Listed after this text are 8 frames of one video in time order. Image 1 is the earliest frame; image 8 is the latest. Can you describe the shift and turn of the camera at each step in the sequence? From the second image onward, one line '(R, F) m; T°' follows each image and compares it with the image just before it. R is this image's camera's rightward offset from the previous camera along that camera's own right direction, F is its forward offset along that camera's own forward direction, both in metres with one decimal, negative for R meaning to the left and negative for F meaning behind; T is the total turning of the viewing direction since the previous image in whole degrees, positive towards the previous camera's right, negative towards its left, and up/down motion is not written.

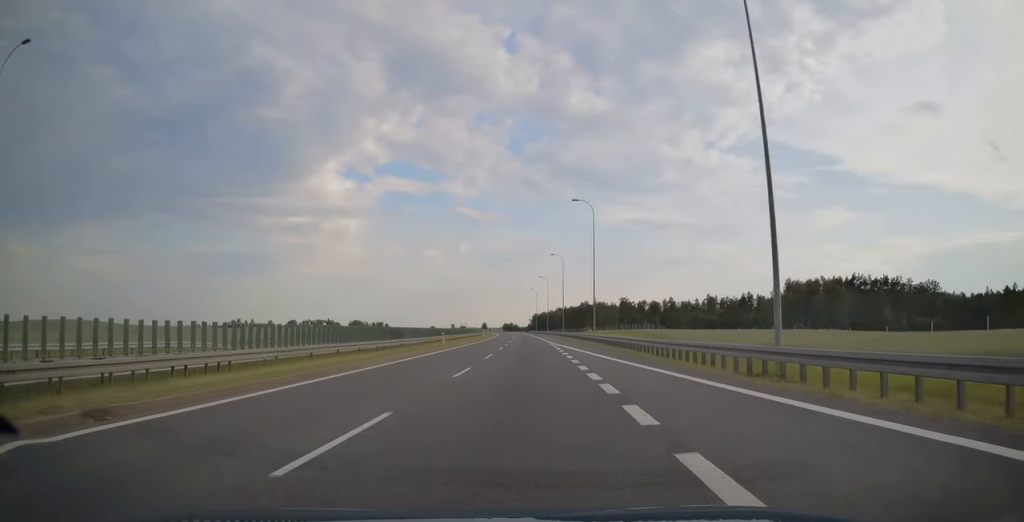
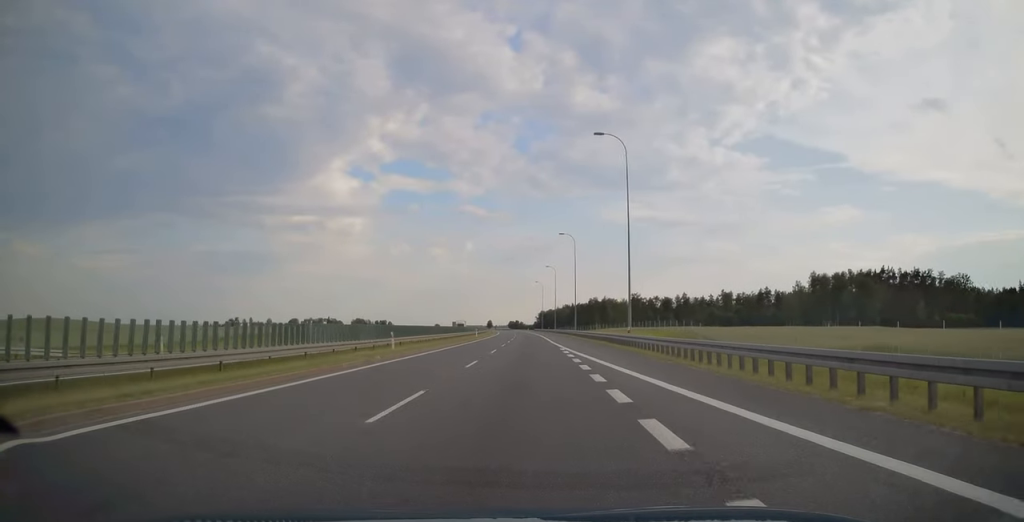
(-0.2, +20.8) m; -1°
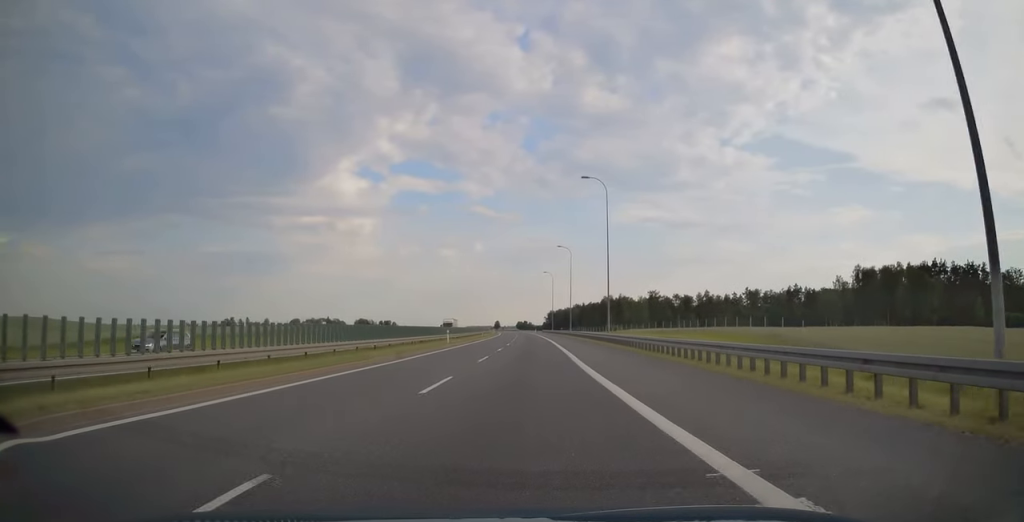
(-0.3, +32.4) m; -1°
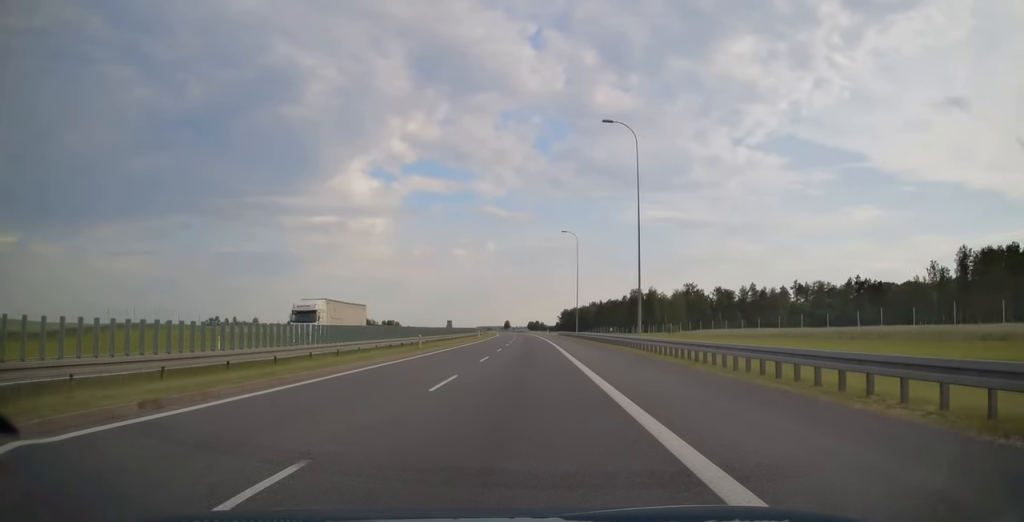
(-0.4, +59.5) m; -1°
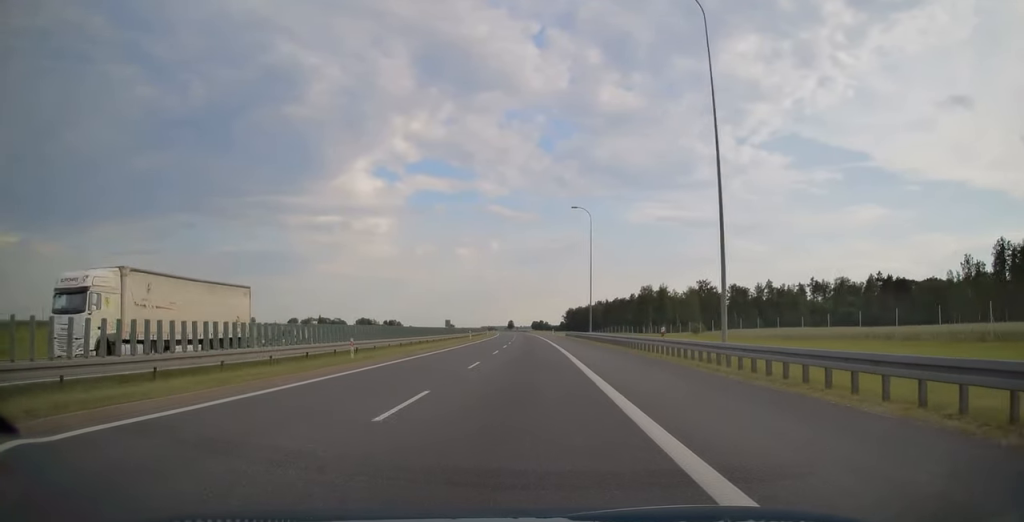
(0.0, +16.4) m; 0°
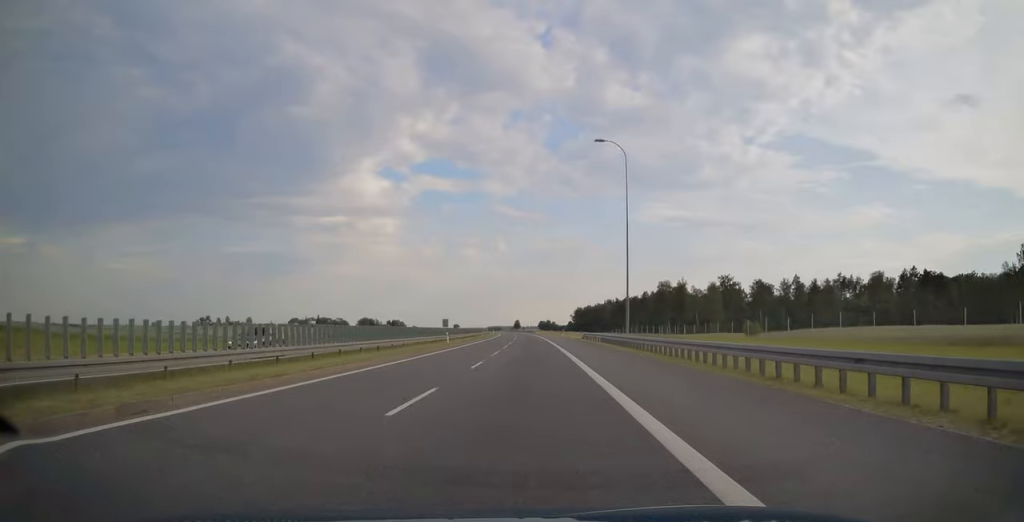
(-0.2, +23.5) m; -1°
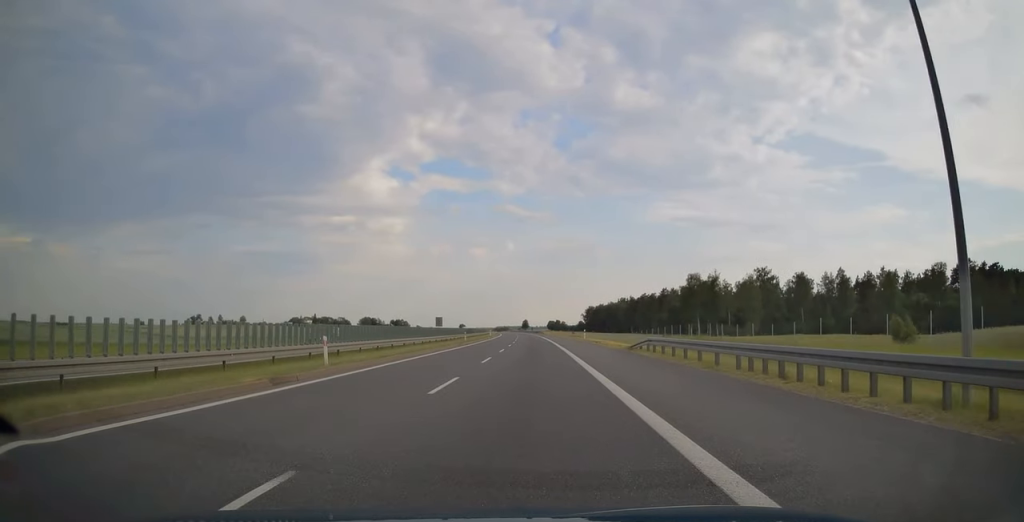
(-0.2, +32.8) m; -1°
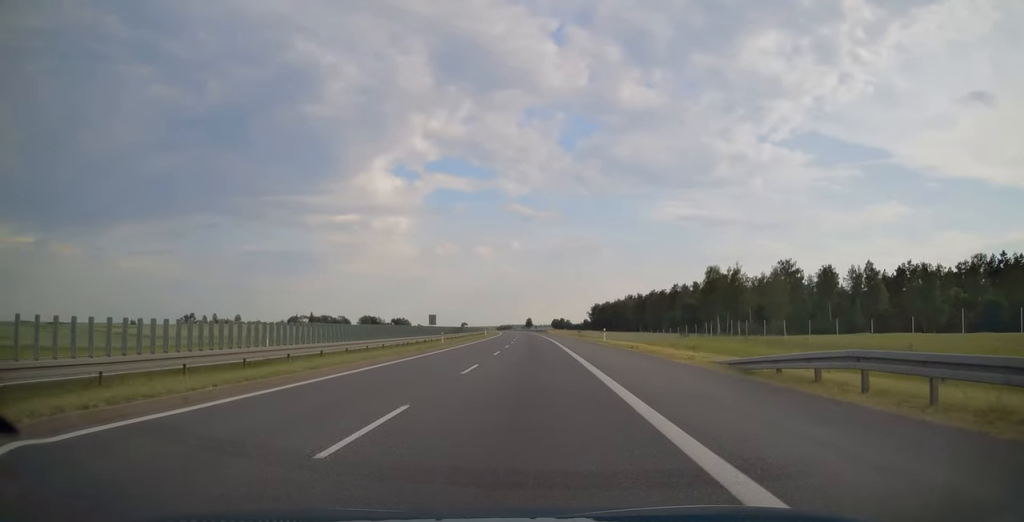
(-0.1, +18.6) m; 0°
